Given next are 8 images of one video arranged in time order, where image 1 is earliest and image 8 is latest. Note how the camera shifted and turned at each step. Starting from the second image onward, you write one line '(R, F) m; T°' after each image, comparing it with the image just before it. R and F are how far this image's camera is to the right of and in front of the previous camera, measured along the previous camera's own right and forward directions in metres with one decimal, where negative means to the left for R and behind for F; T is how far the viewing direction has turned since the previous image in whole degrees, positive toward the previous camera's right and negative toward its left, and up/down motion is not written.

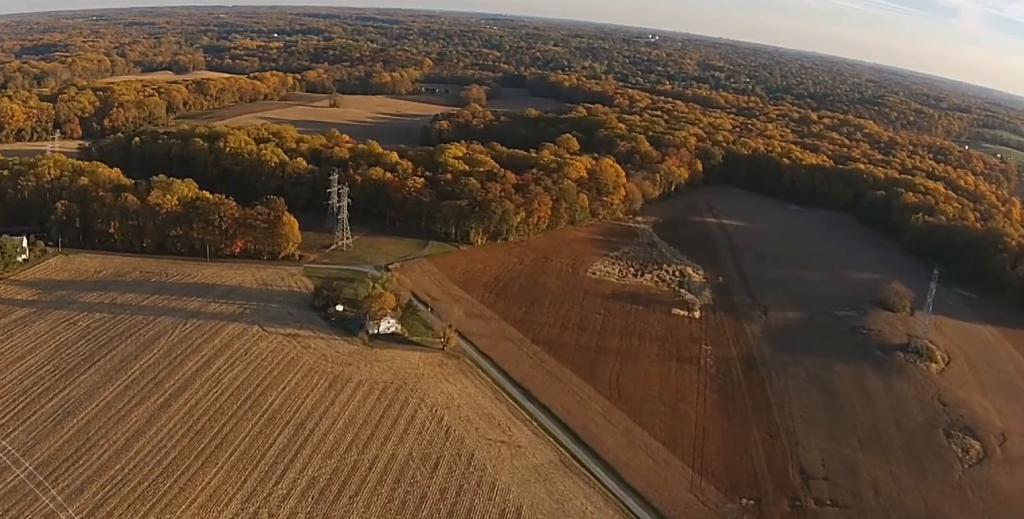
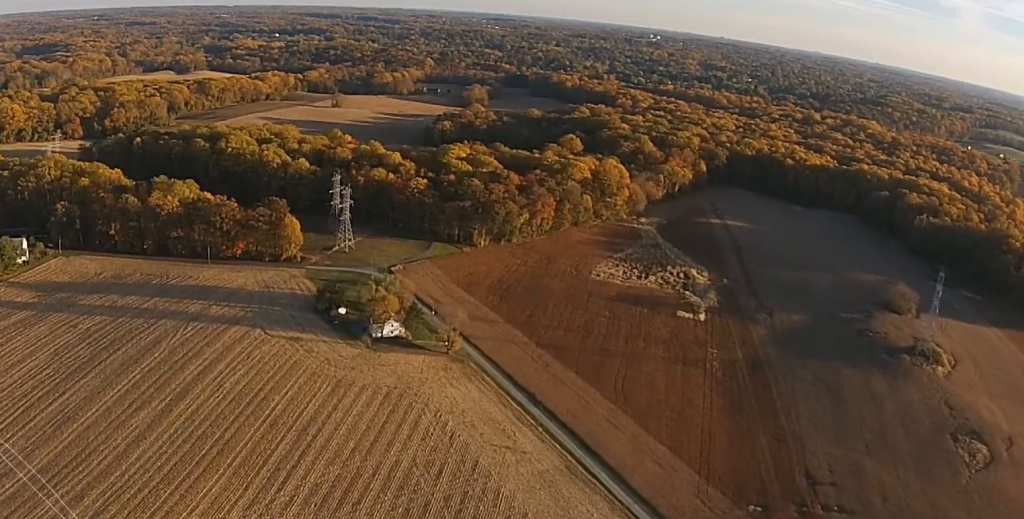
(0.0, +3.7) m; 0°
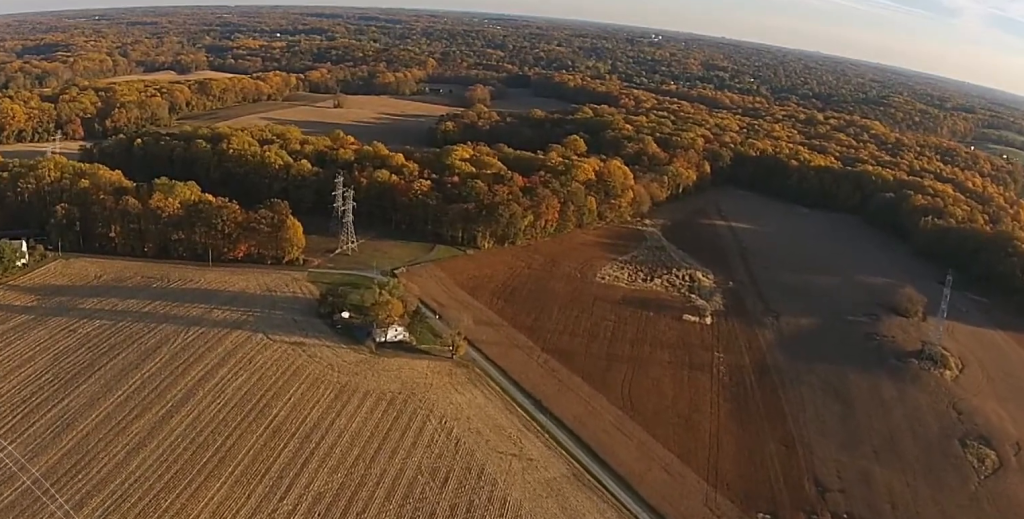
(0.0, +4.6) m; 0°
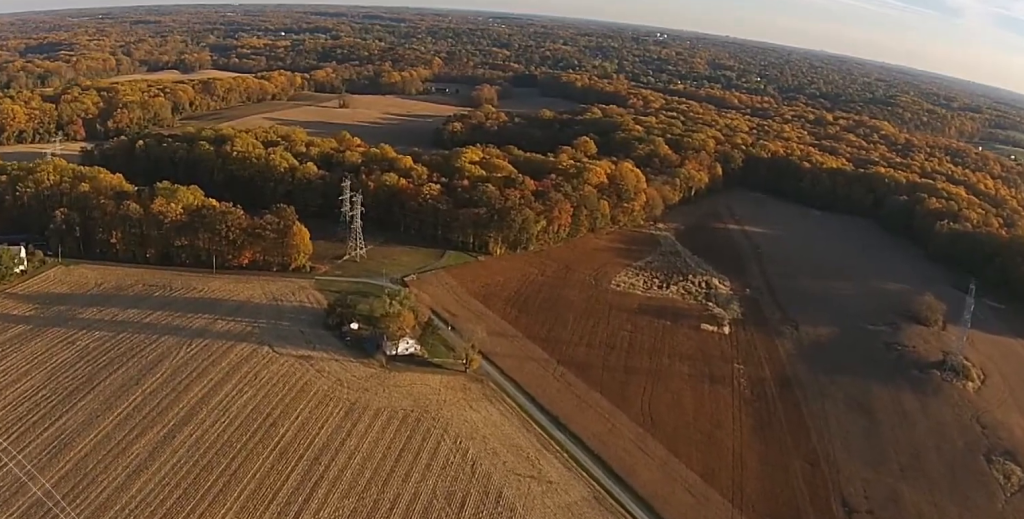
(0.0, +13.7) m; 0°
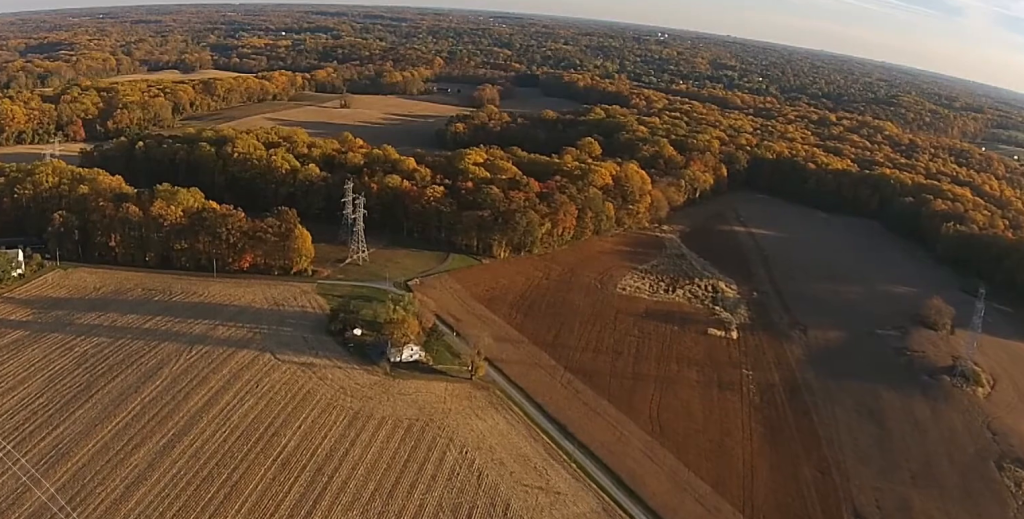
(0.0, +6.4) m; 0°
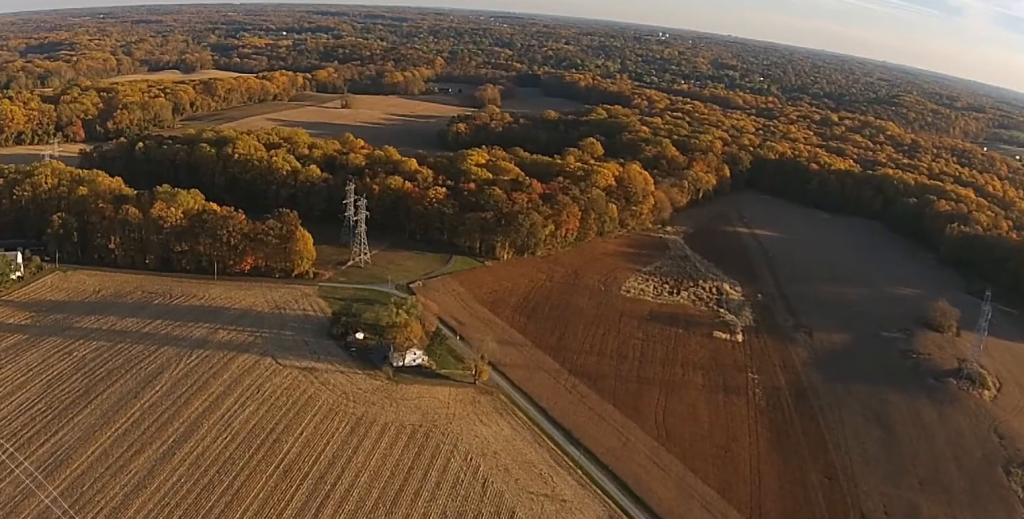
(0.0, +4.1) m; 0°
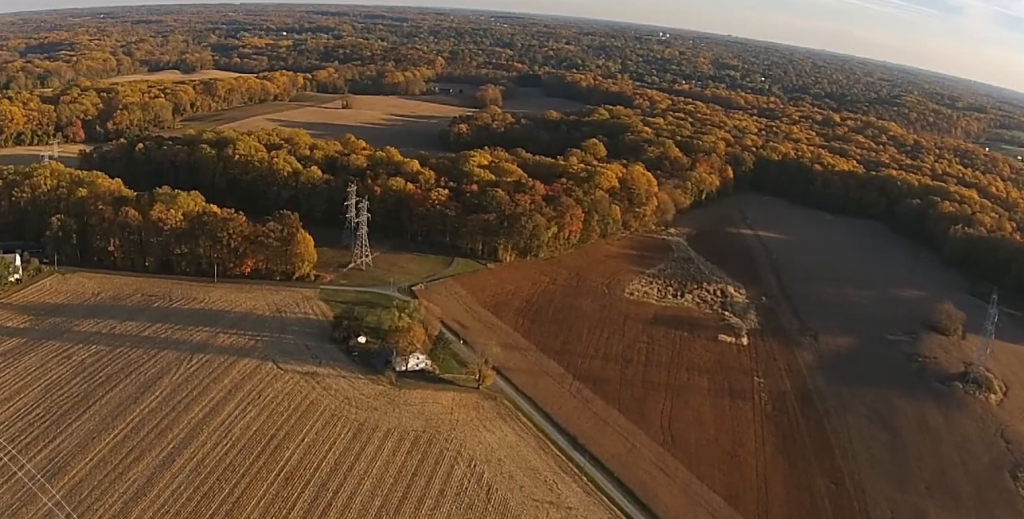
(0.0, +4.1) m; 0°
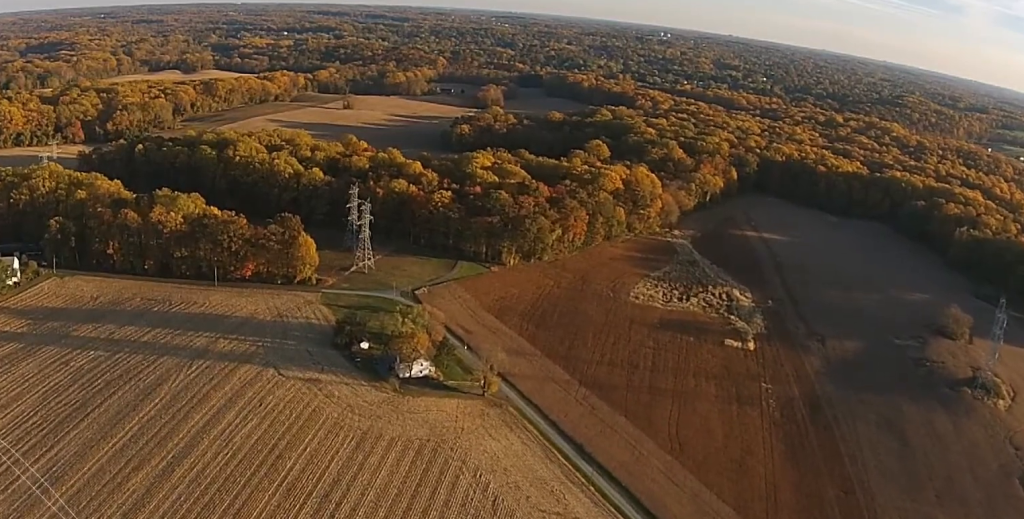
(0.0, +5.5) m; 0°
